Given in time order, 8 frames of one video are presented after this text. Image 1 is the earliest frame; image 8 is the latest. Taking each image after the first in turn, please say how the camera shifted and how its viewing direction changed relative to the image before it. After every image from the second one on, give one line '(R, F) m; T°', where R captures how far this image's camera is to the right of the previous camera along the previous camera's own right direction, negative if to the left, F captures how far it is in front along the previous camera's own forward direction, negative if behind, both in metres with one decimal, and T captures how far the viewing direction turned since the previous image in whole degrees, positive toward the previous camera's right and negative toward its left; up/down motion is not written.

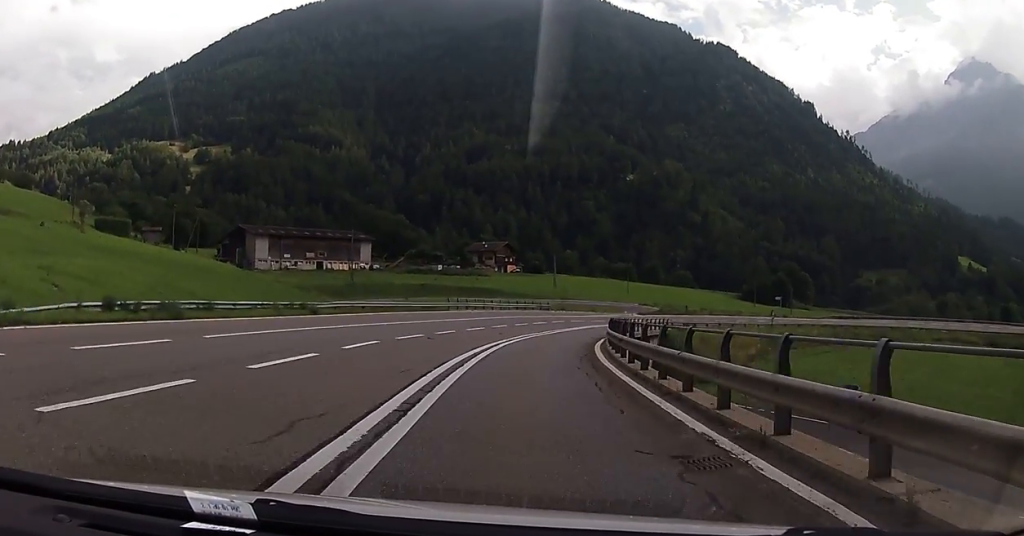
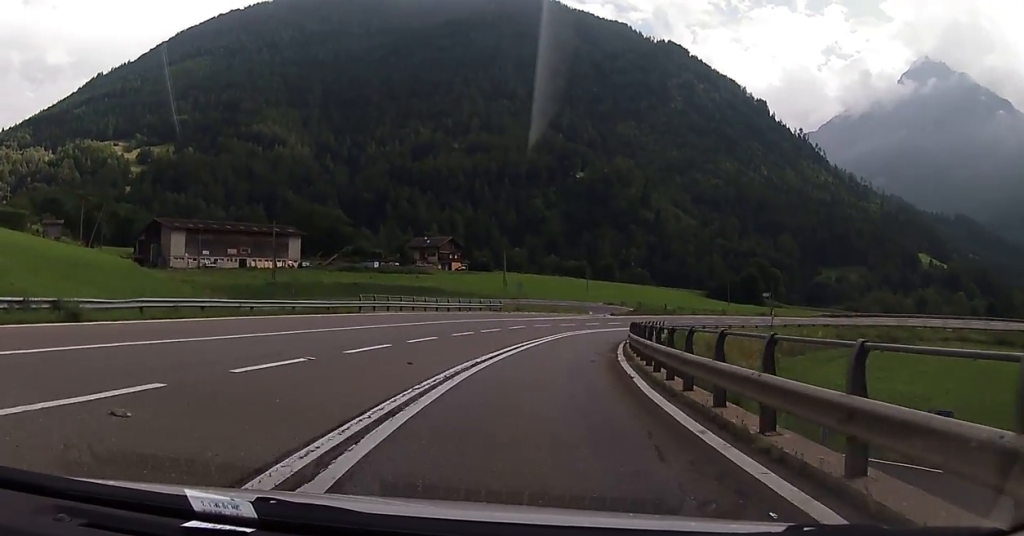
(+0.8, +20.0) m; +5°
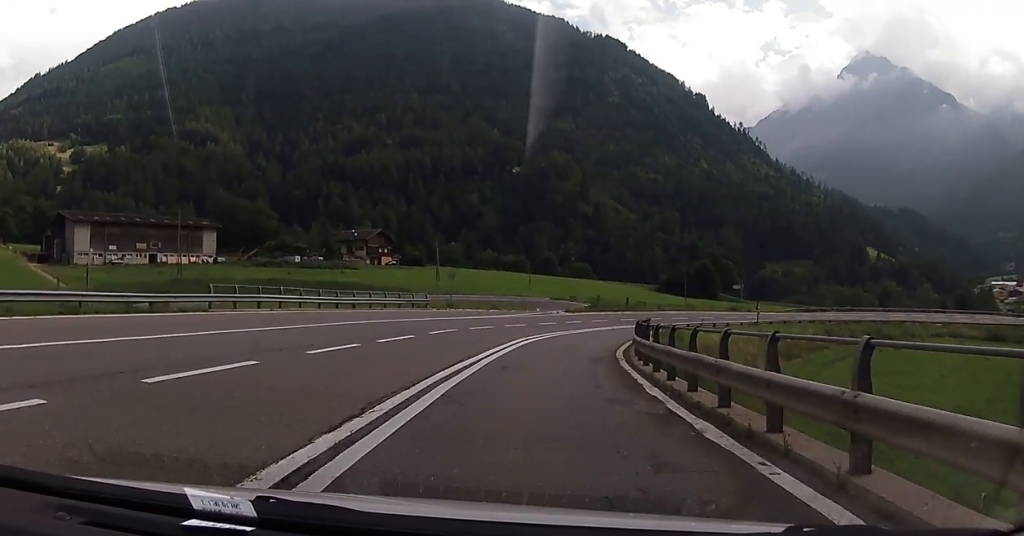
(+0.4, +14.8) m; +5°
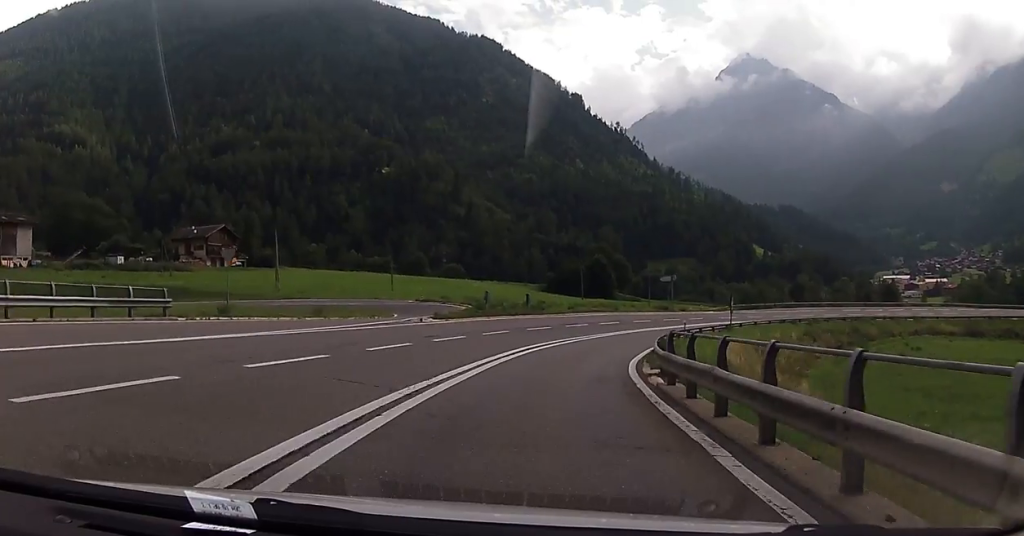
(+2.7, +23.6) m; +13°
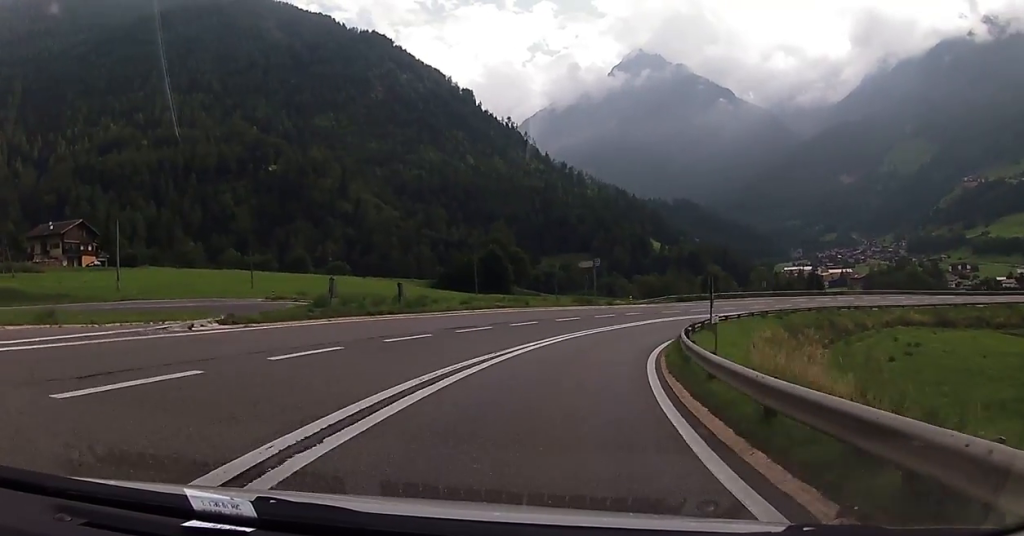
(+1.4, +15.5) m; +10°
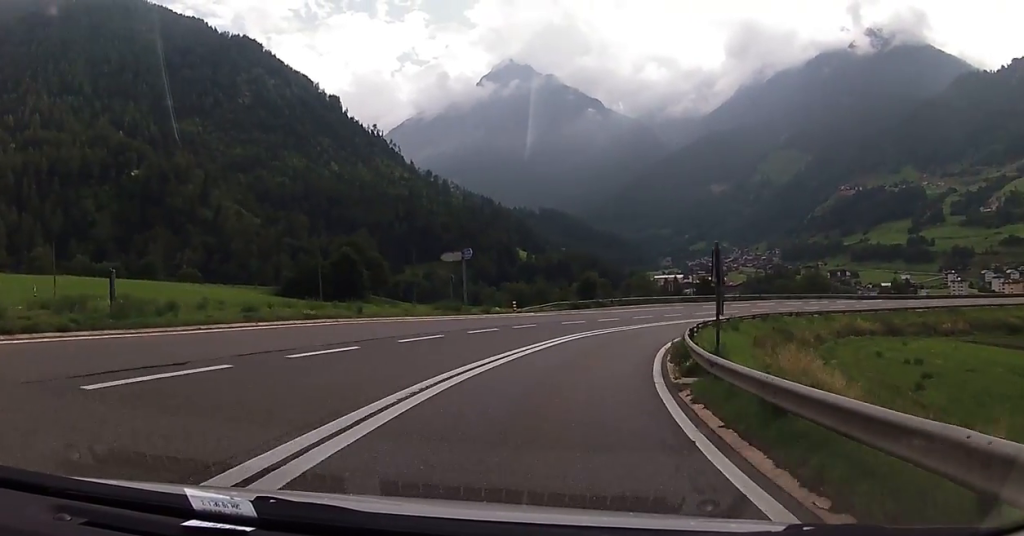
(+1.6, +17.0) m; +10°
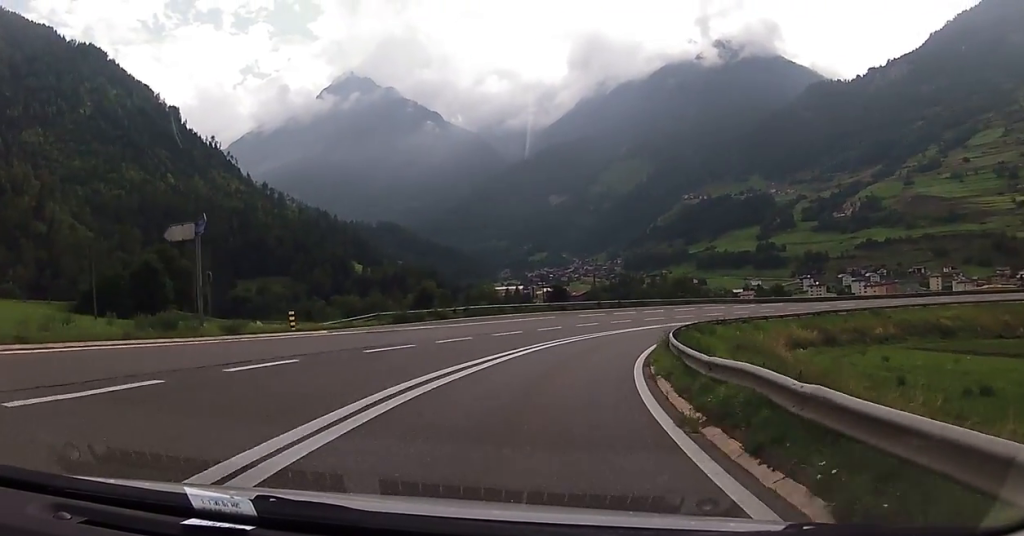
(+2.0, +19.5) m; +15°
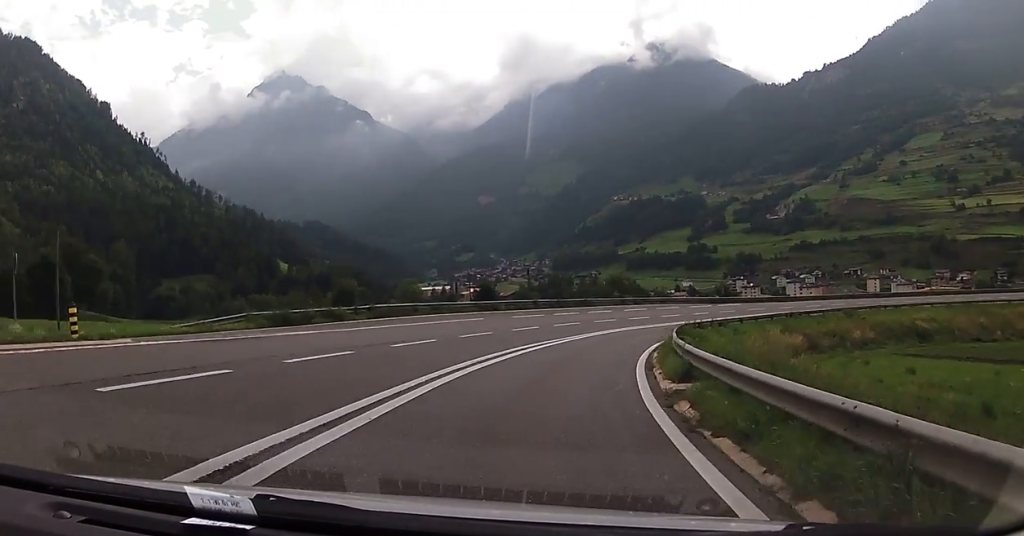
(+0.8, +9.7) m; +7°
